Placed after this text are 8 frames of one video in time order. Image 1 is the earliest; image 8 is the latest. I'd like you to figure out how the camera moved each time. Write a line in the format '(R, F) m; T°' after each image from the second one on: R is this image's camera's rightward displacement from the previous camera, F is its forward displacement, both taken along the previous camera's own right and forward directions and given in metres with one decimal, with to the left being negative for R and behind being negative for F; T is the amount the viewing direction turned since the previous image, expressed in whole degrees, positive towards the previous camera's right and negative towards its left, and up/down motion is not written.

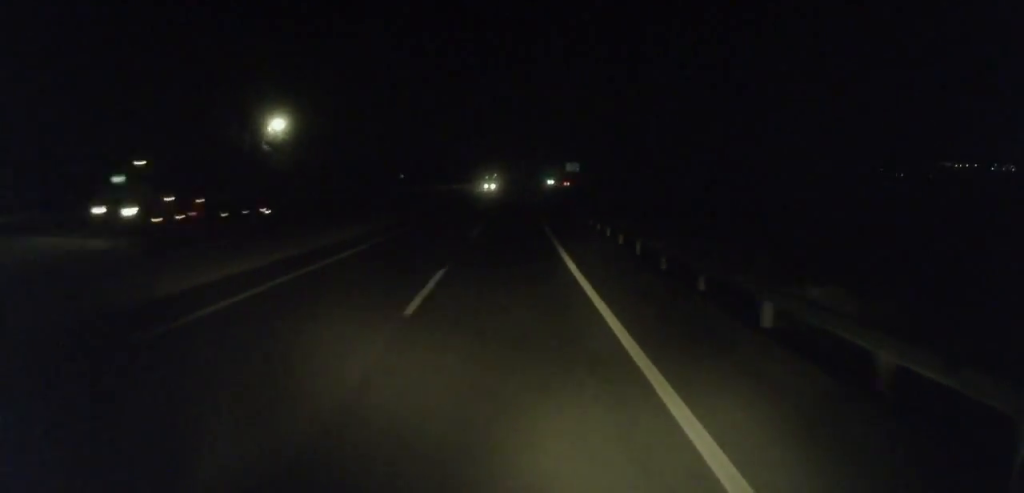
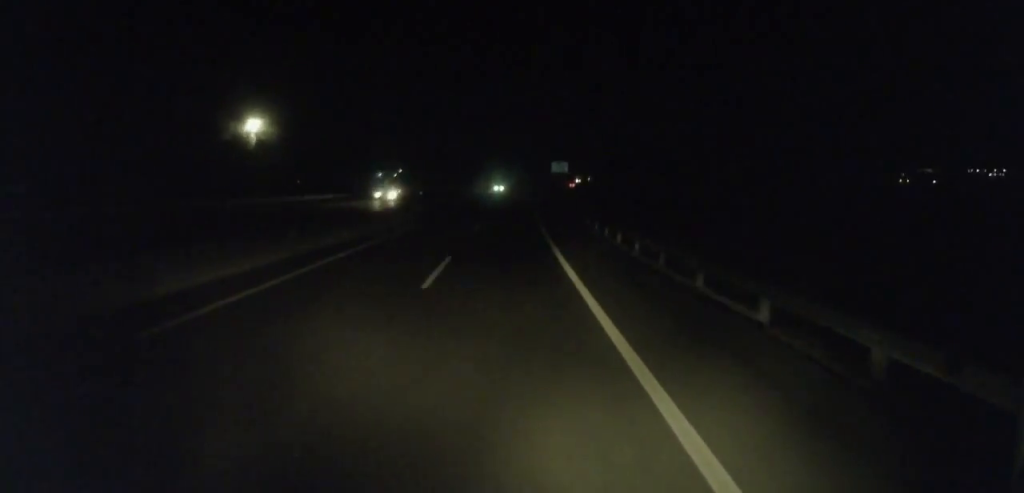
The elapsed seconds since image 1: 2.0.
(+1.5, +47.8) m; +2°
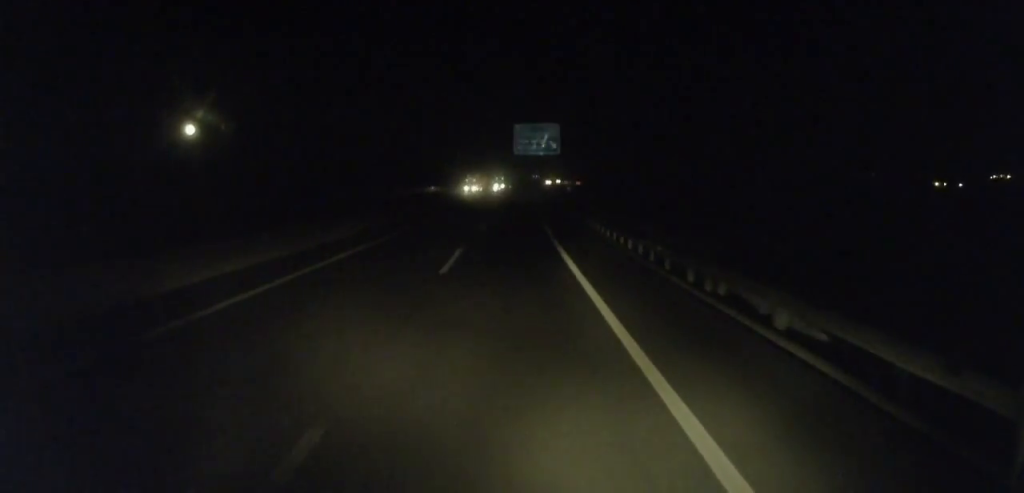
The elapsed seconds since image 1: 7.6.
(+6.2, +132.9) m; +6°
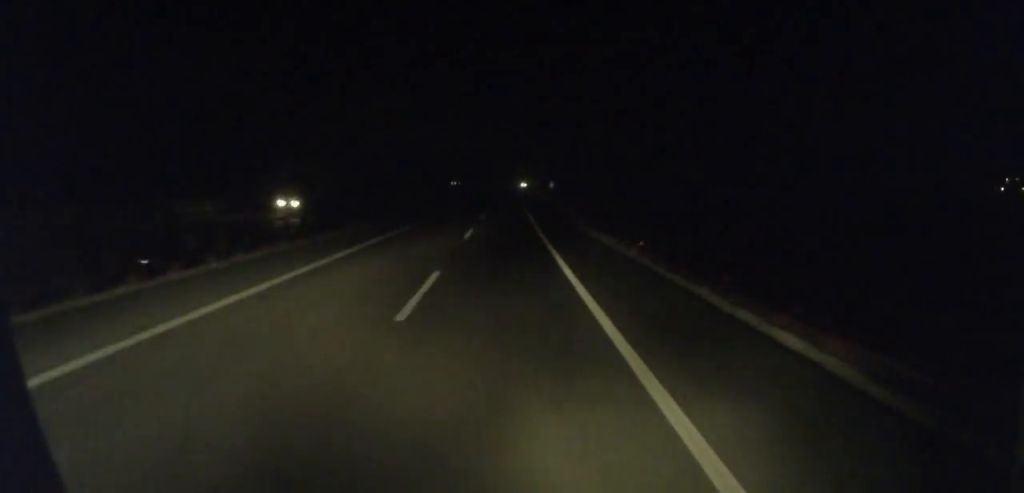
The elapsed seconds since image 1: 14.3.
(+10.5, +156.5) m; +6°
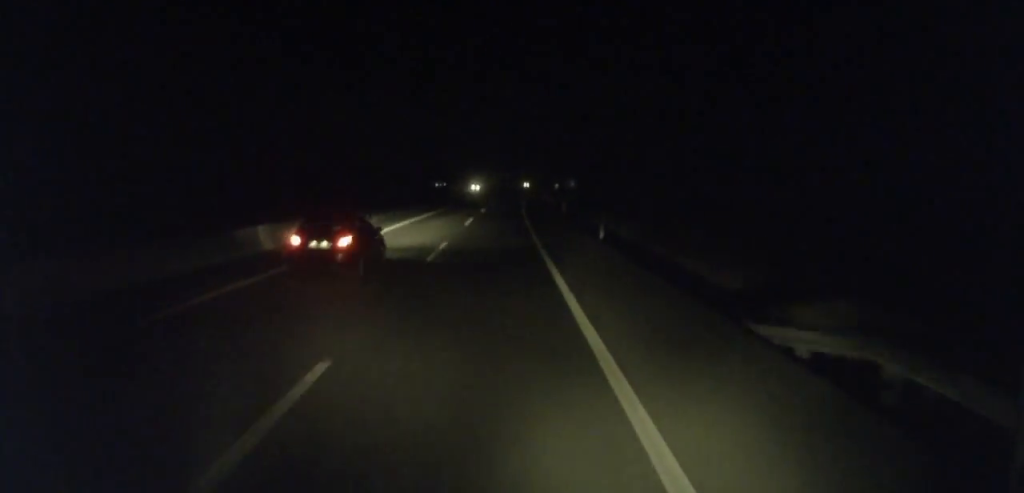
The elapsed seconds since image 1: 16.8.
(+0.7, +59.5) m; +2°
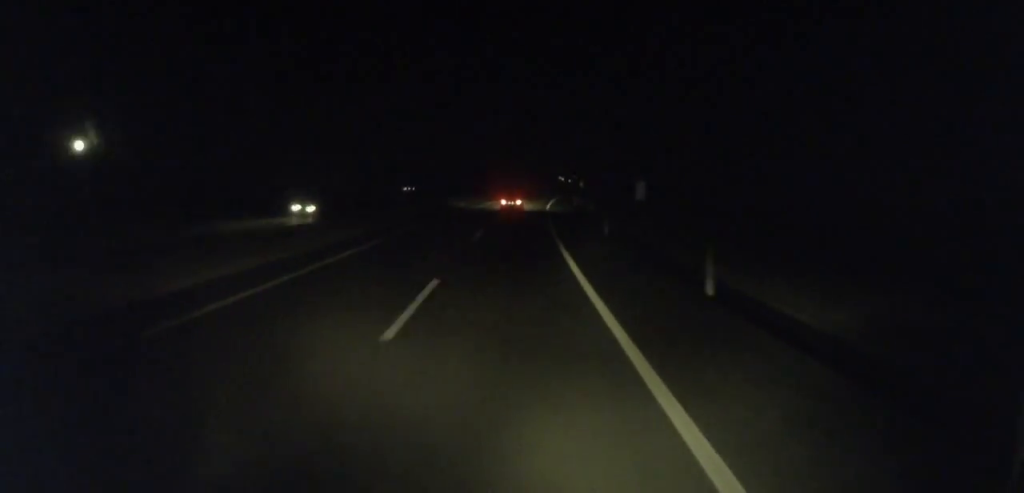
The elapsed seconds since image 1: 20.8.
(+1.7, +93.8) m; +4°
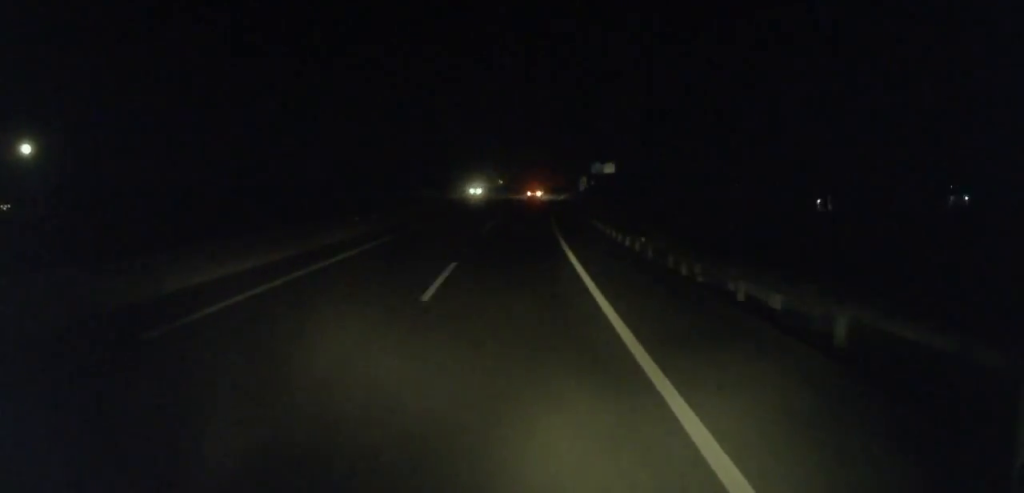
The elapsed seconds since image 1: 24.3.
(+3.1, +81.3) m; +5°
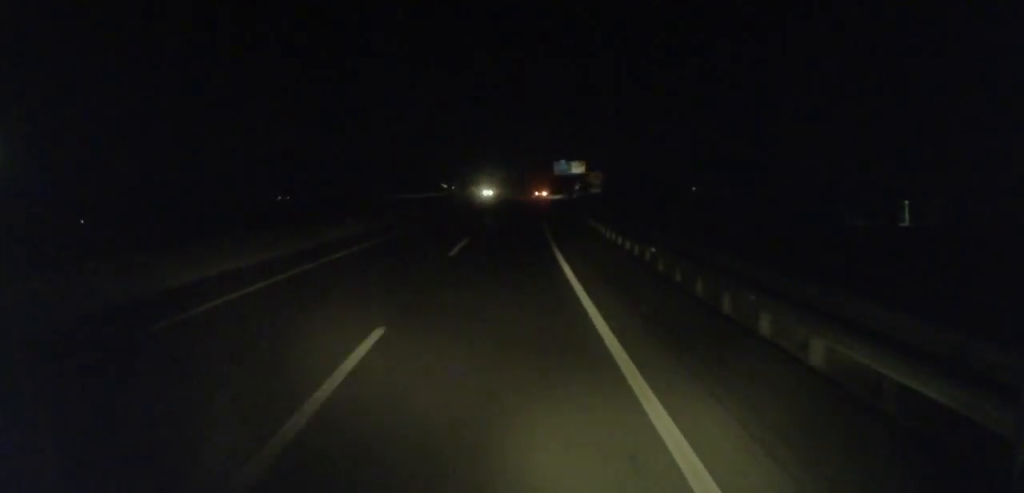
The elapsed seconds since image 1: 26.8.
(+3.3, +59.2) m; +4°
